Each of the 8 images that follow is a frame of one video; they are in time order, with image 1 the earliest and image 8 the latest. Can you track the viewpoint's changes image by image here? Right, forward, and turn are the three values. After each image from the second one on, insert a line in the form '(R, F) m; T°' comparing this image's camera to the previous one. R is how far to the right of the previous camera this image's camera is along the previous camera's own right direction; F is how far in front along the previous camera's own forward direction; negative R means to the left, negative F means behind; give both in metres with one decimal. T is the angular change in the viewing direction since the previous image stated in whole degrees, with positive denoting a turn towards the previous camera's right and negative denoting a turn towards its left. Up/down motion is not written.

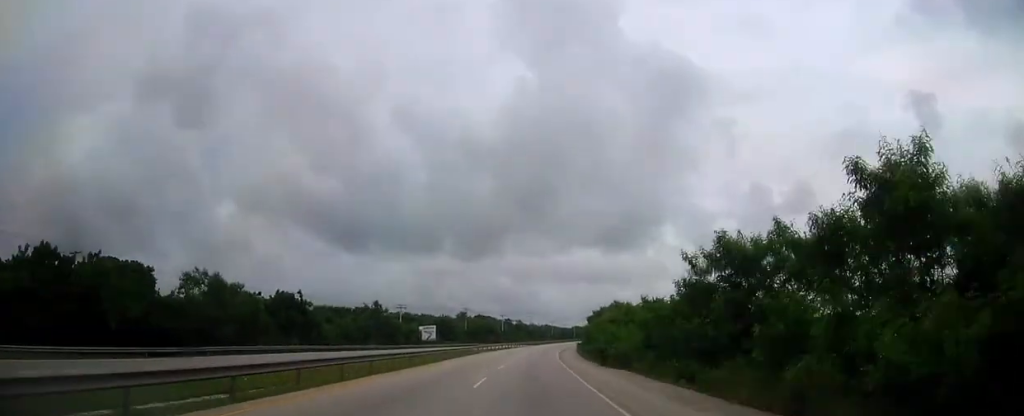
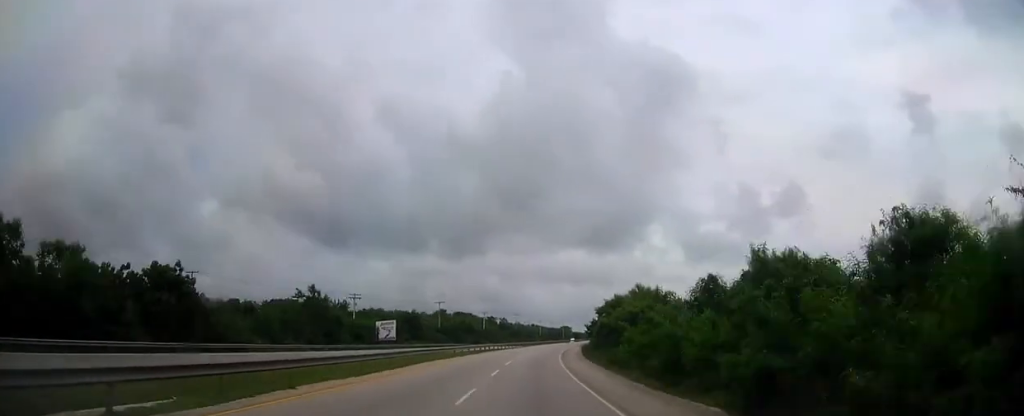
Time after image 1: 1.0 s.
(-0.2, +28.2) m; +1°
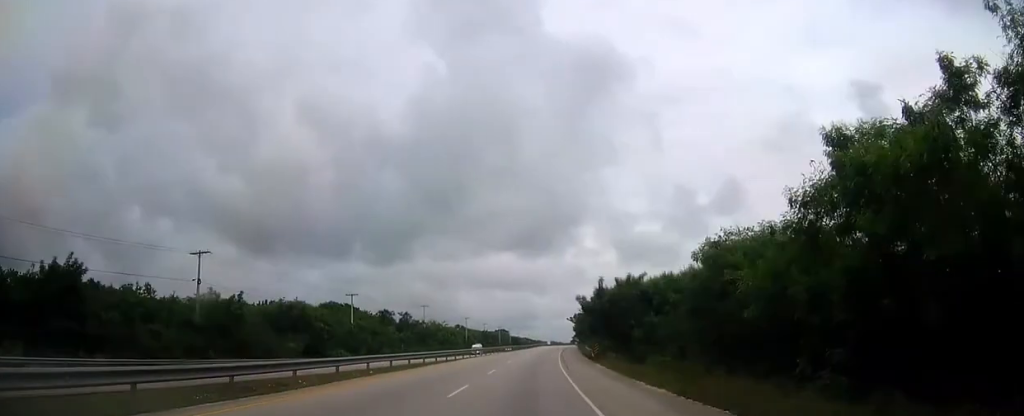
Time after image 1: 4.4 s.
(+4.2, +94.4) m; +5°
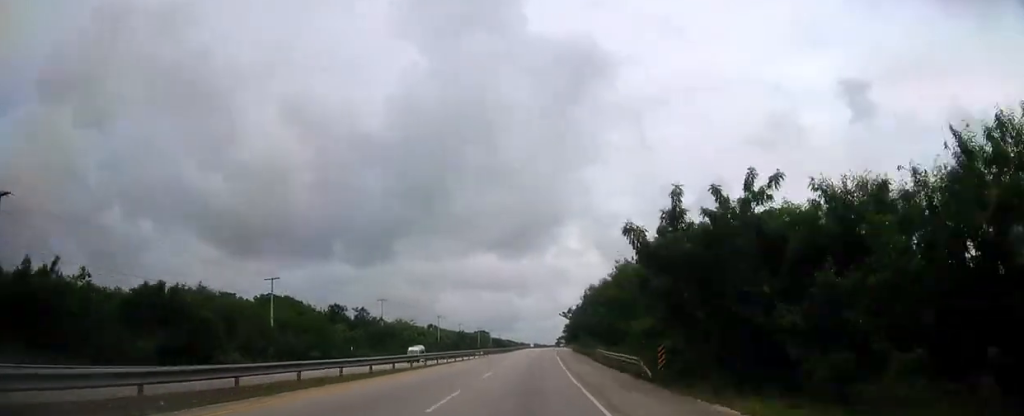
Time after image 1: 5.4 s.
(+0.2, +27.9) m; +2°
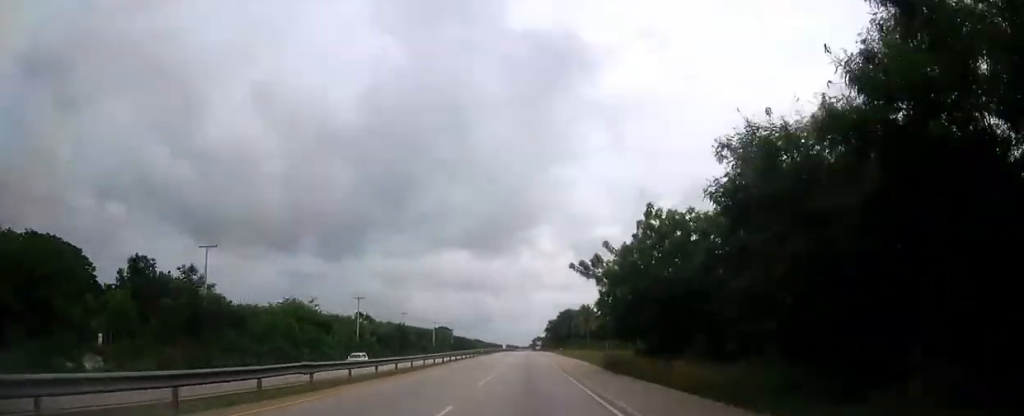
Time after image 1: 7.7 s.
(+2.0, +63.1) m; +2°
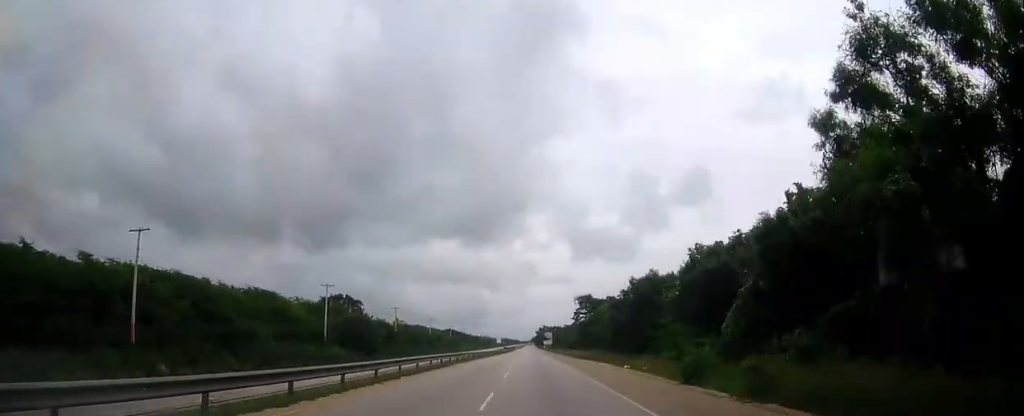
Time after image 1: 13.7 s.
(+3.3, +163.7) m; +1°
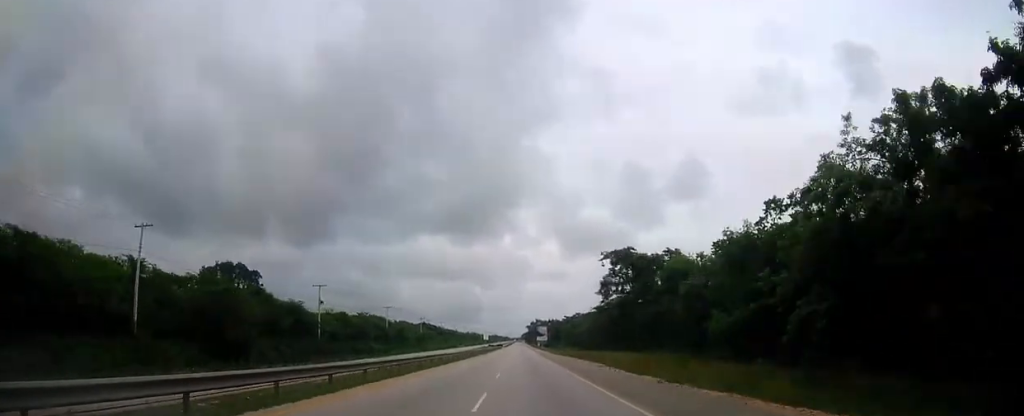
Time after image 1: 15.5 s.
(0.0, +49.2) m; 0°
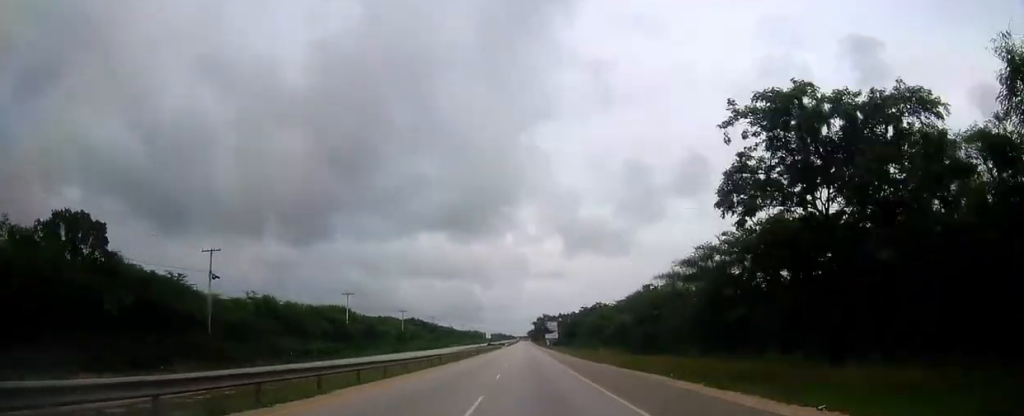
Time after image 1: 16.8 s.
(0.0, +35.2) m; 0°
